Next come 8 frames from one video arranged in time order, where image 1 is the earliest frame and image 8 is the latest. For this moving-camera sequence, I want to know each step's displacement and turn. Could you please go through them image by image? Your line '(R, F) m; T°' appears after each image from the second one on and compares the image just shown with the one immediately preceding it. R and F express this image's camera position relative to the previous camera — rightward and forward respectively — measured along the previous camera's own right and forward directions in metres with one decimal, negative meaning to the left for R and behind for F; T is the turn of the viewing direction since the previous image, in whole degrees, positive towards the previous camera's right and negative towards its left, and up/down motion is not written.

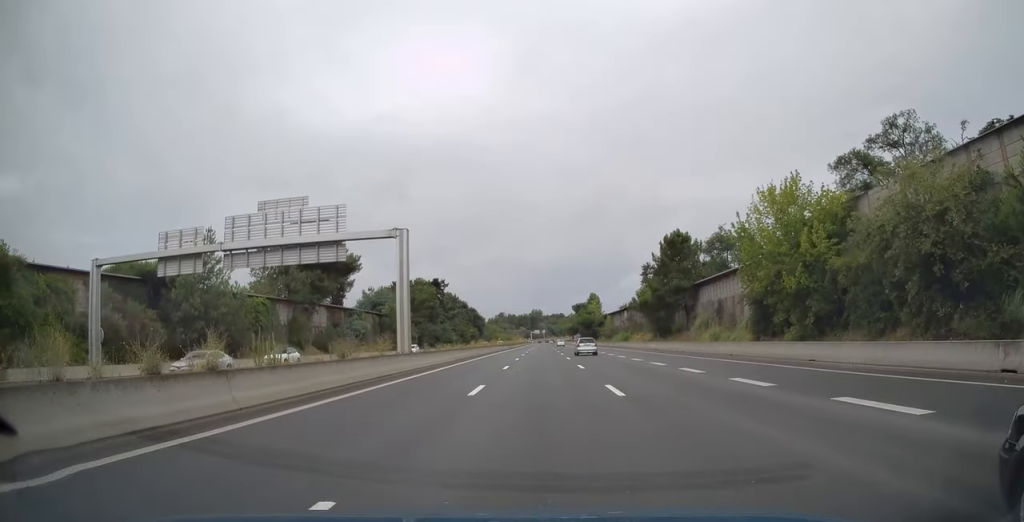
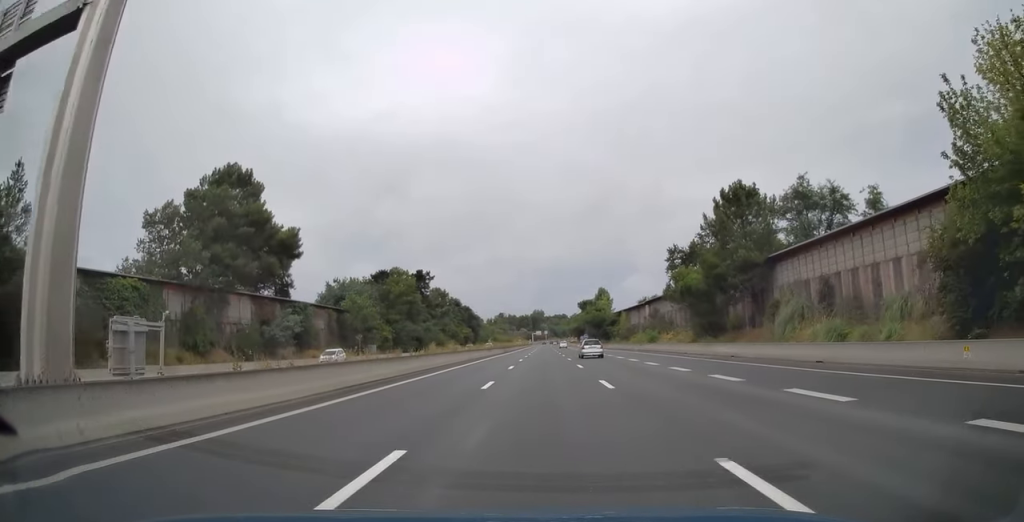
(+0.2, +23.6) m; 0°
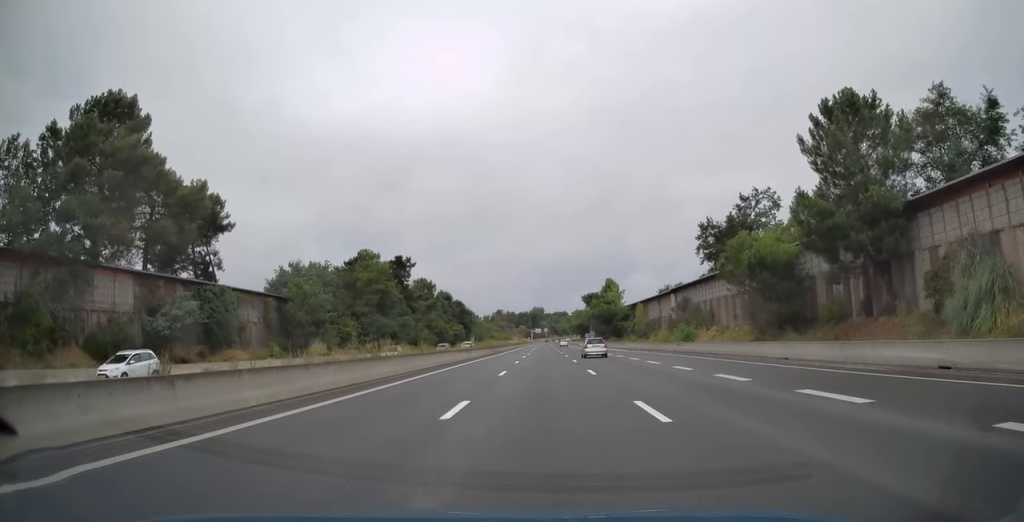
(-0.2, +20.1) m; -1°
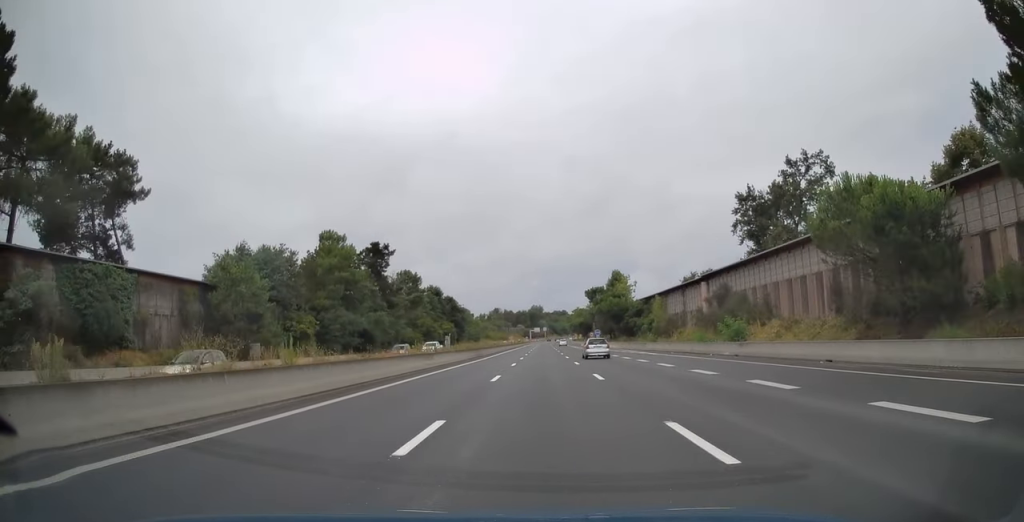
(-0.1, +16.3) m; 0°
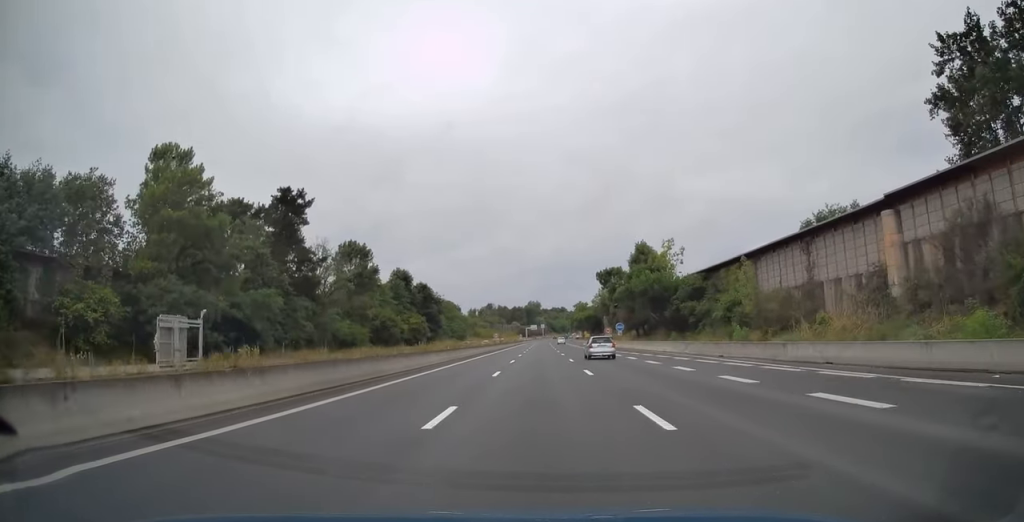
(0.0, +37.0) m; +1°
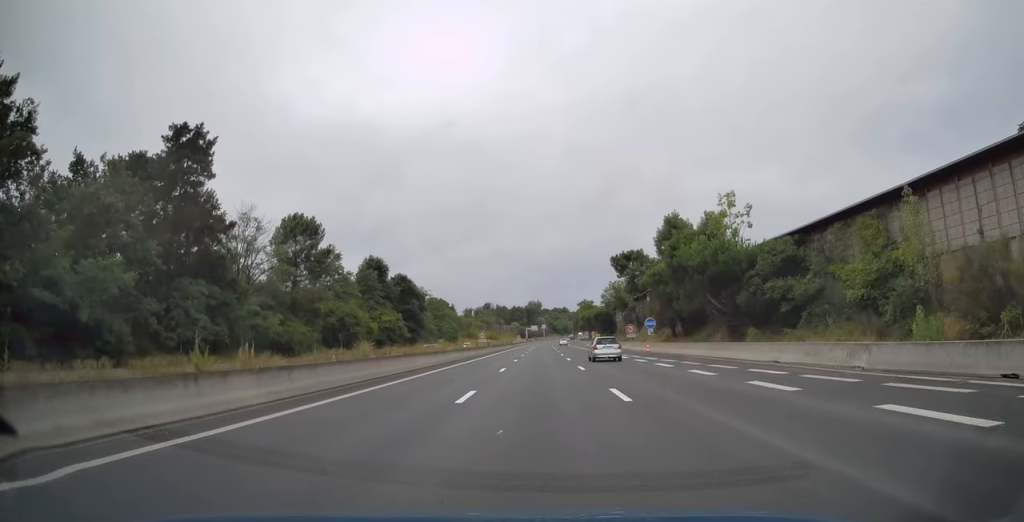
(+0.2, +22.4) m; 0°
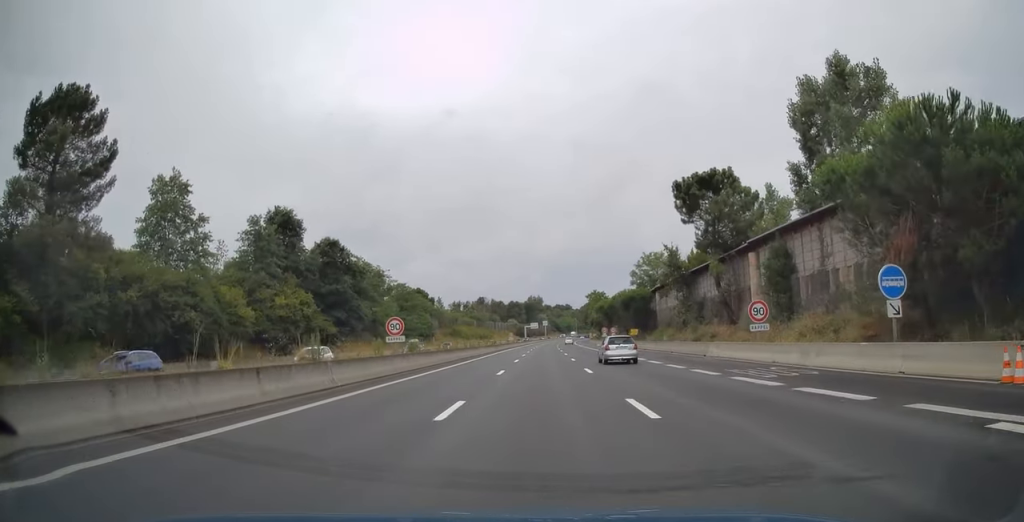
(-0.3, +42.3) m; -1°
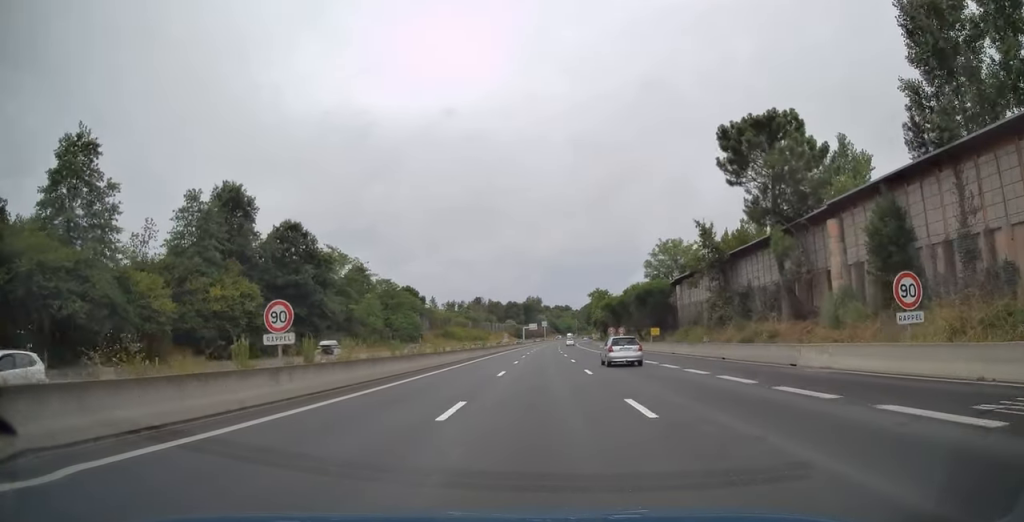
(0.0, +13.0) m; 0°
